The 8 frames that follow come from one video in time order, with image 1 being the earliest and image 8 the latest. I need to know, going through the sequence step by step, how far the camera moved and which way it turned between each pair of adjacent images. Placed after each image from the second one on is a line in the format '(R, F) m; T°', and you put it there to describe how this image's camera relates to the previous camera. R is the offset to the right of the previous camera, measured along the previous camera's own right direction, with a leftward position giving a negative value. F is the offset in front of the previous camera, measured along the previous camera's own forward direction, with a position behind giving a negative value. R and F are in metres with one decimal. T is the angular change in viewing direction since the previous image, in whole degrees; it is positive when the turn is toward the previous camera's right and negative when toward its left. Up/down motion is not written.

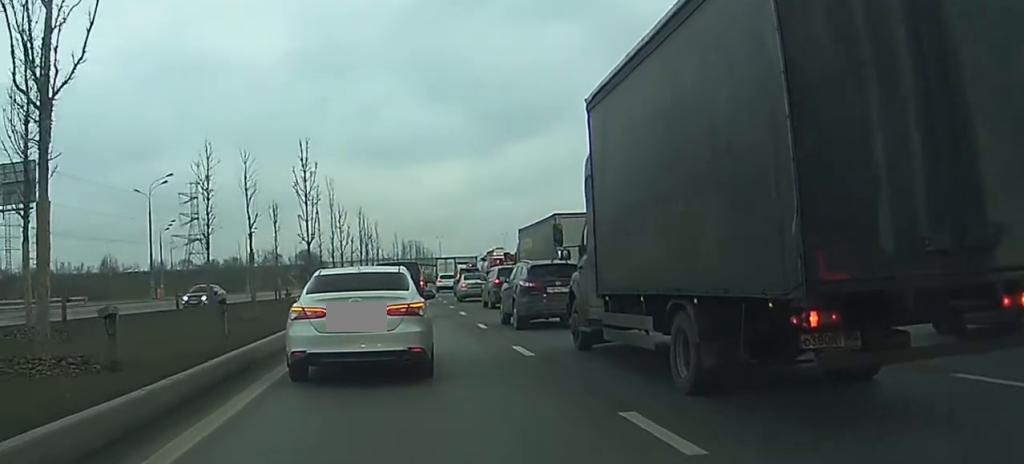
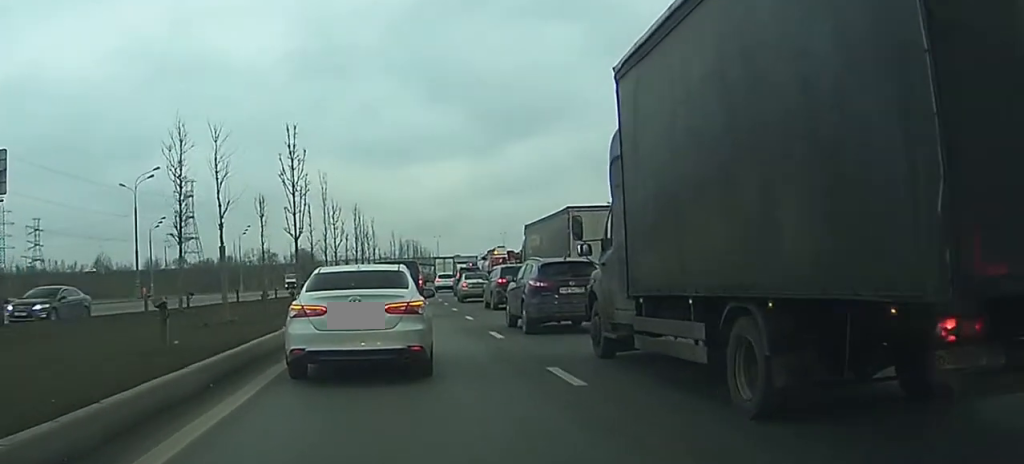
(0.0, +4.3) m; 0°
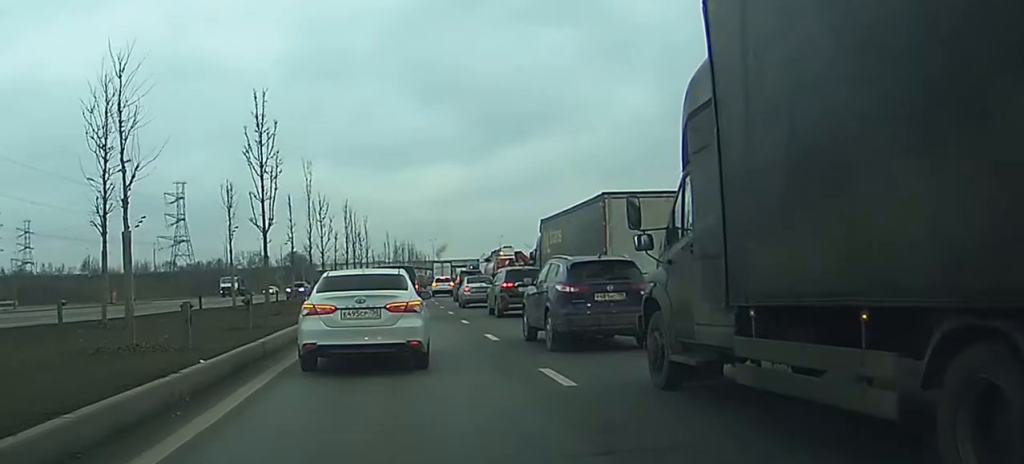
(+0.1, +8.9) m; +2°
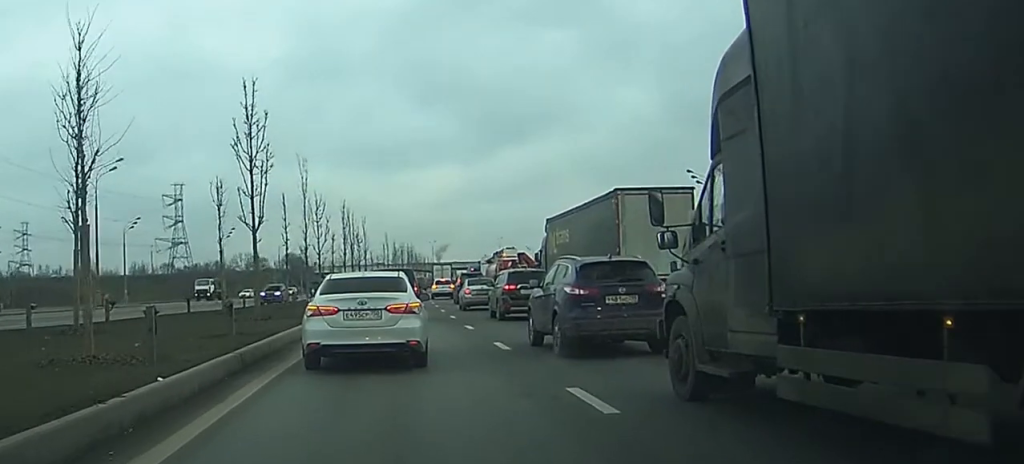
(0.0, +2.4) m; 0°
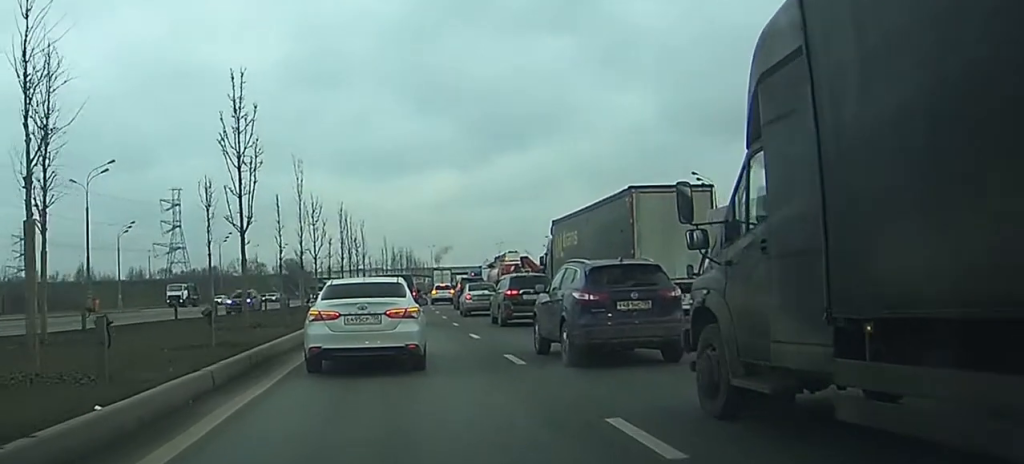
(0.0, +2.3) m; 0°
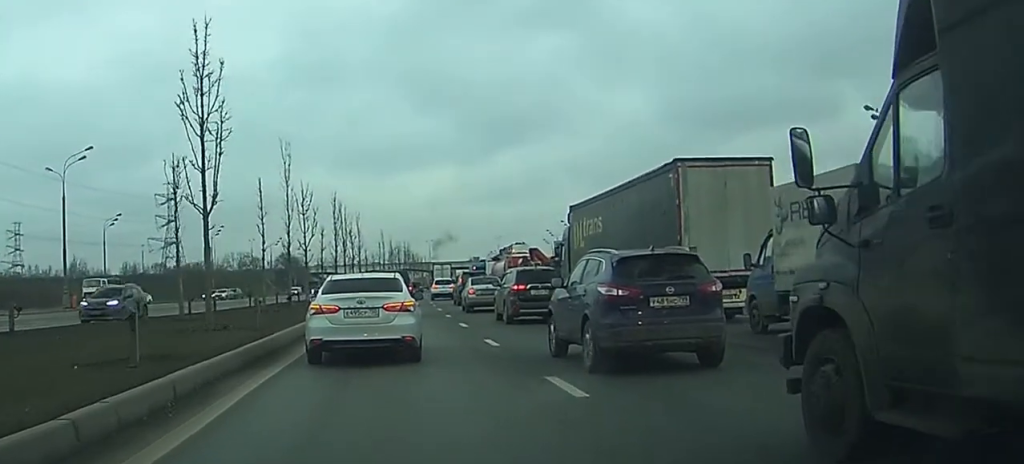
(+0.1, +5.0) m; +1°
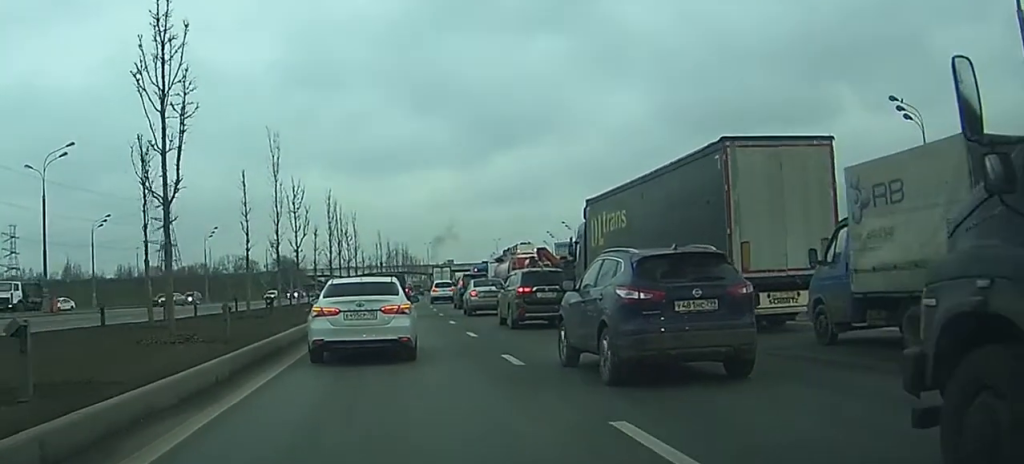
(0.0, +3.7) m; 0°
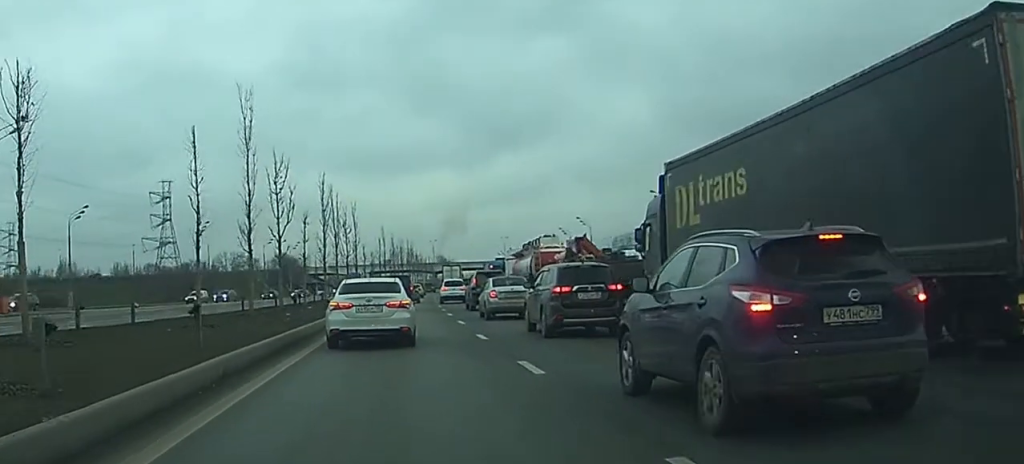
(-0.2, +9.6) m; -1°
